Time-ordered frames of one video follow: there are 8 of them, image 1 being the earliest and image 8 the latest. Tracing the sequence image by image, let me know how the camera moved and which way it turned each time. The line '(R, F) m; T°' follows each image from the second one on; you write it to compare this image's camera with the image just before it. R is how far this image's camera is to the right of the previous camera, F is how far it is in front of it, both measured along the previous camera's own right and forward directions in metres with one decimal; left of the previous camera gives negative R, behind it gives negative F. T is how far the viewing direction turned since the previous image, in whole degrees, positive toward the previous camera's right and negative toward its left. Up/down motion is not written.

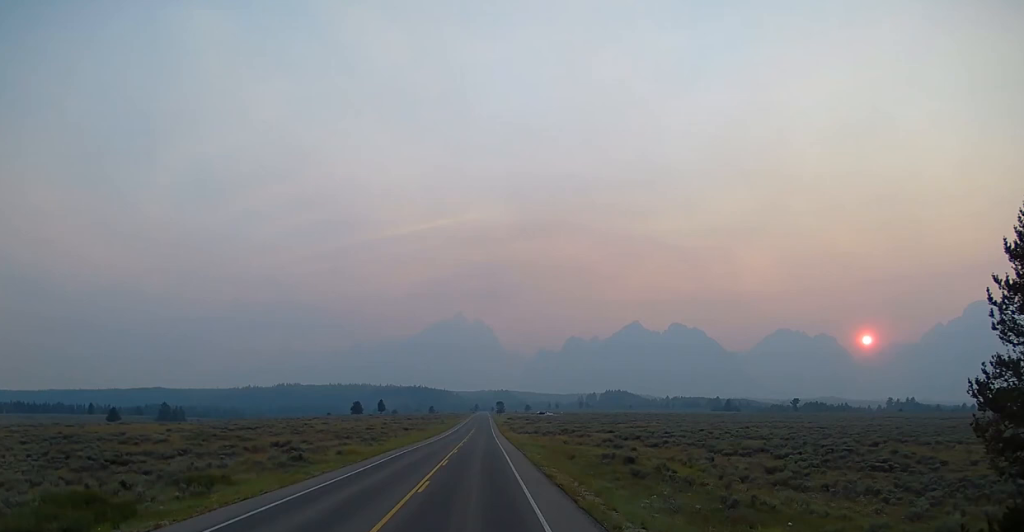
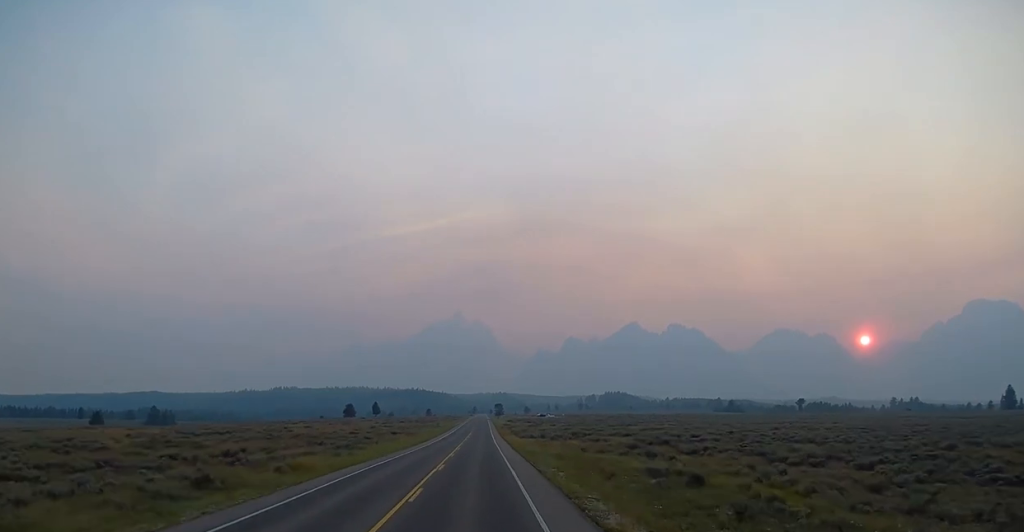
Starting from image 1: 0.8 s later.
(0.0, +13.8) m; 0°
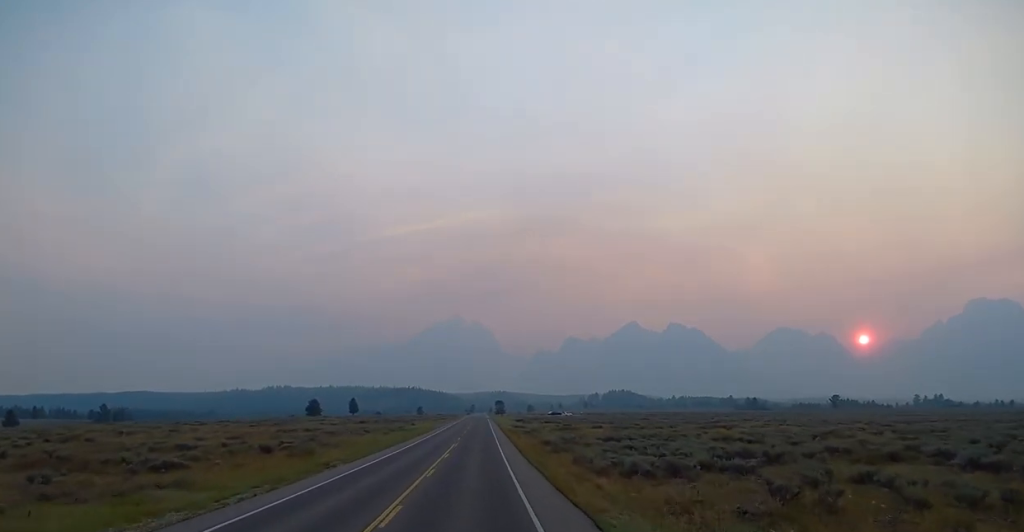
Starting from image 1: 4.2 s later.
(-0.3, +65.2) m; -1°
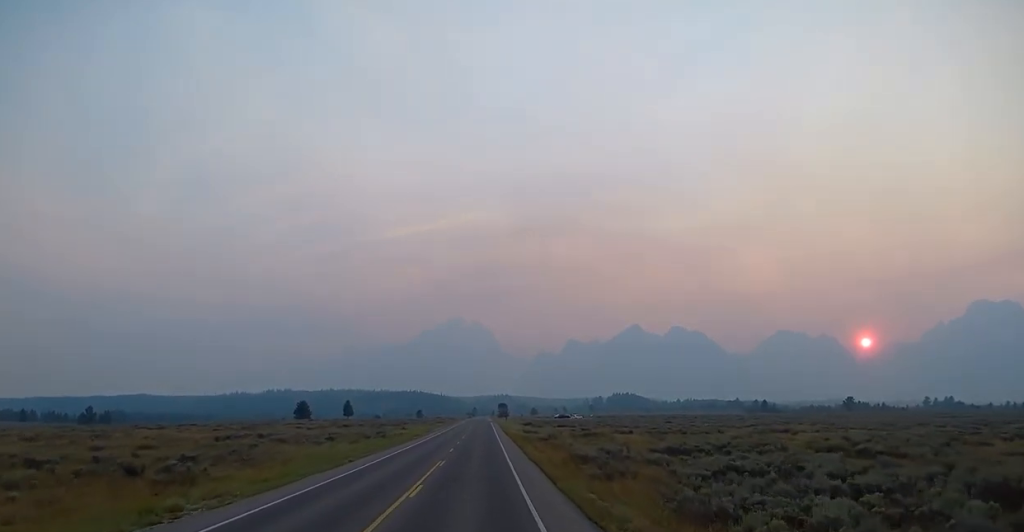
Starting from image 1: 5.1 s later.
(-0.2, +17.9) m; 0°
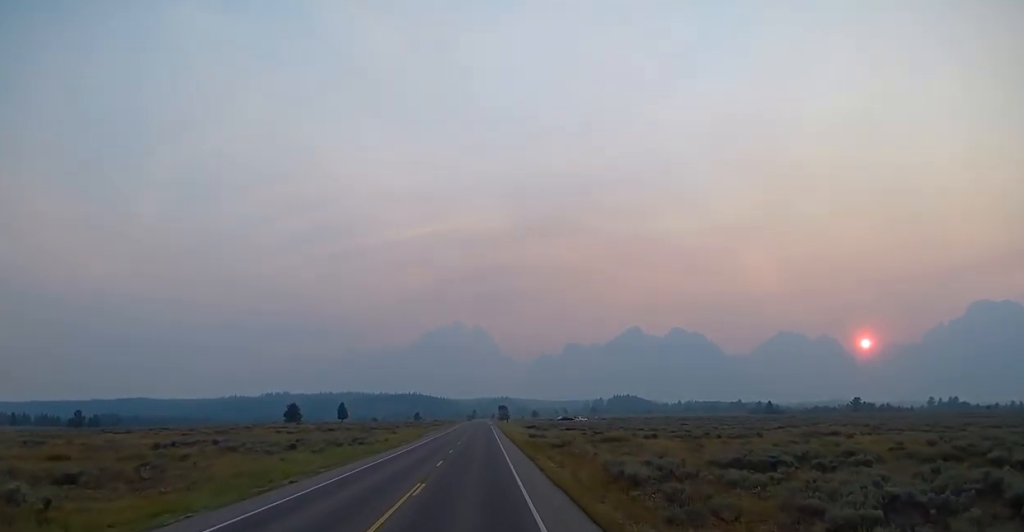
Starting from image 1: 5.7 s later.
(+0.2, +11.2) m; 0°
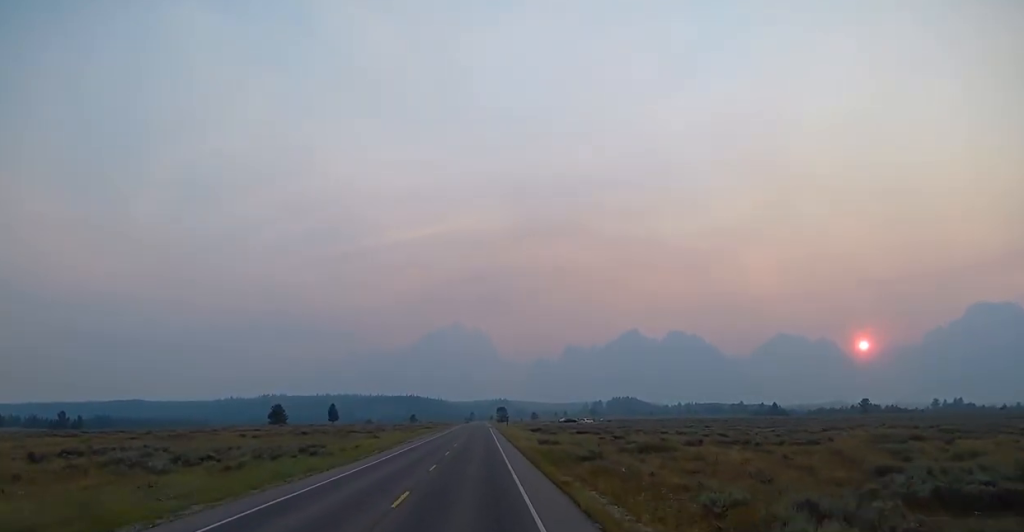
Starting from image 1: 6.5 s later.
(+0.1, +14.8) m; 0°
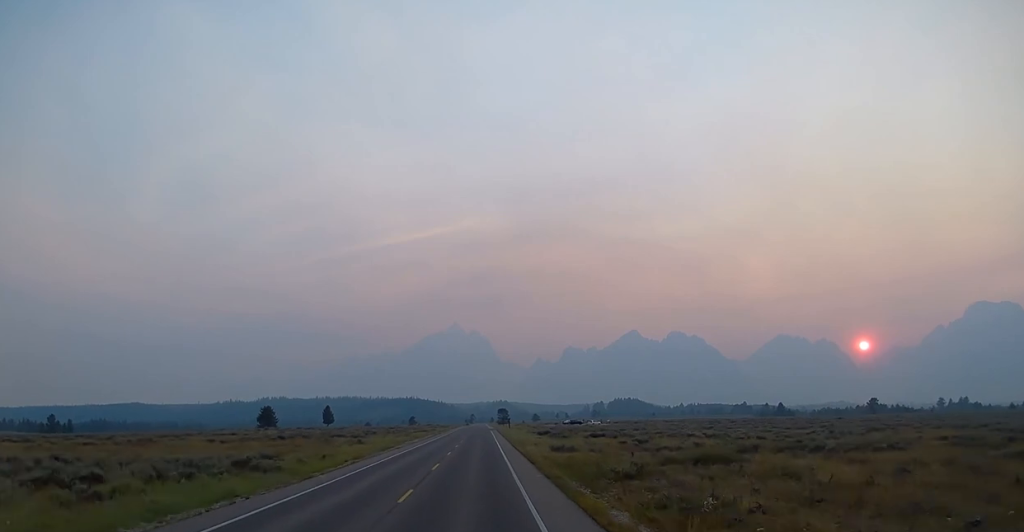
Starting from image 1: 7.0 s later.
(-0.1, +11.1) m; 0°
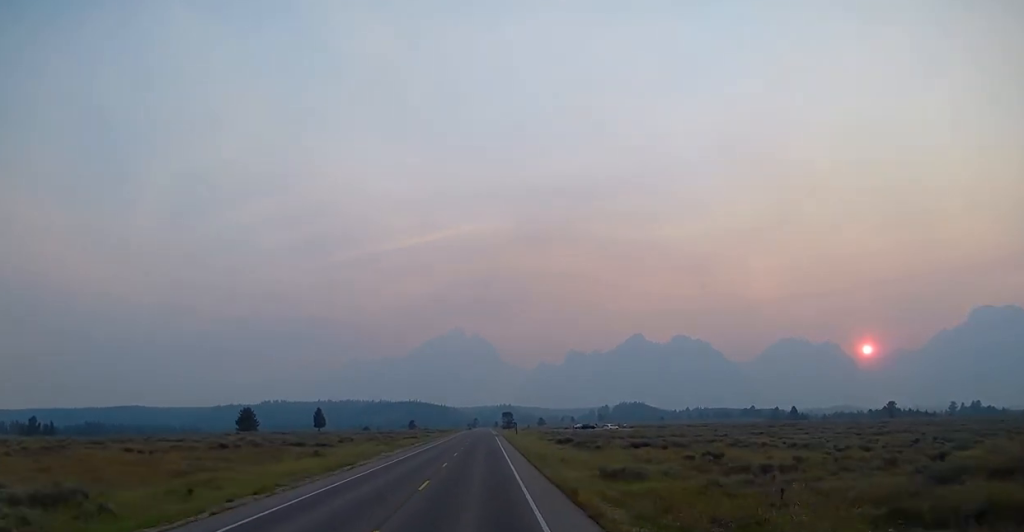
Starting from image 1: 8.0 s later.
(-0.1, +19.7) m; 0°
